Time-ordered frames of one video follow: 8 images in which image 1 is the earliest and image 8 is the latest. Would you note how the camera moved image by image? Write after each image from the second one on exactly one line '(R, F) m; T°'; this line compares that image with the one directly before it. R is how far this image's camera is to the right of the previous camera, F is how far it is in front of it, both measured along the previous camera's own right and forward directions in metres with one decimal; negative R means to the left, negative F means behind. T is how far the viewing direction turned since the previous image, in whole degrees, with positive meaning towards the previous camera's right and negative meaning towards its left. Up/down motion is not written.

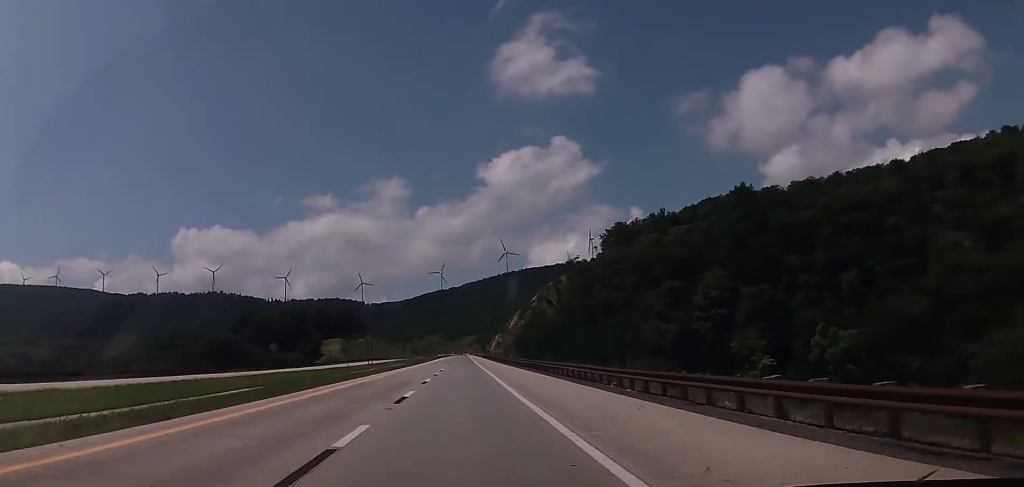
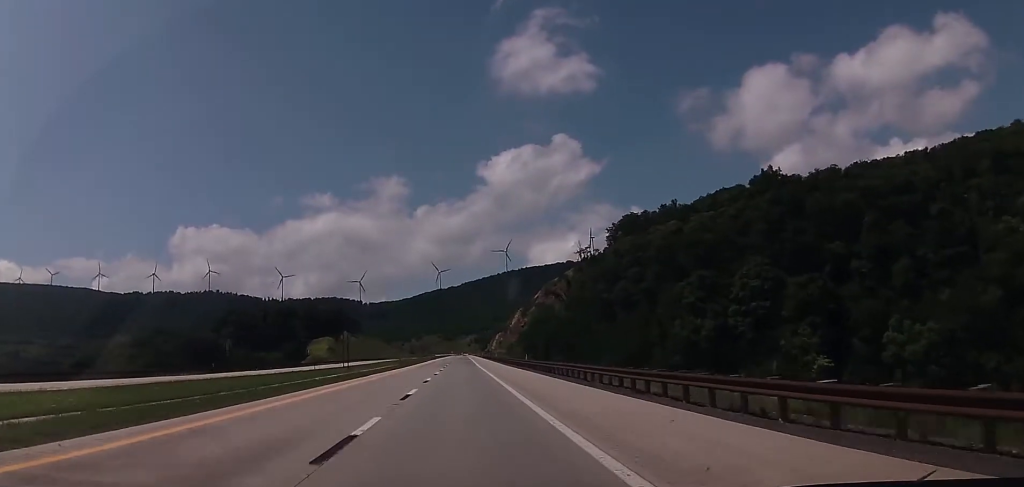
(+0.4, +22.9) m; +1°
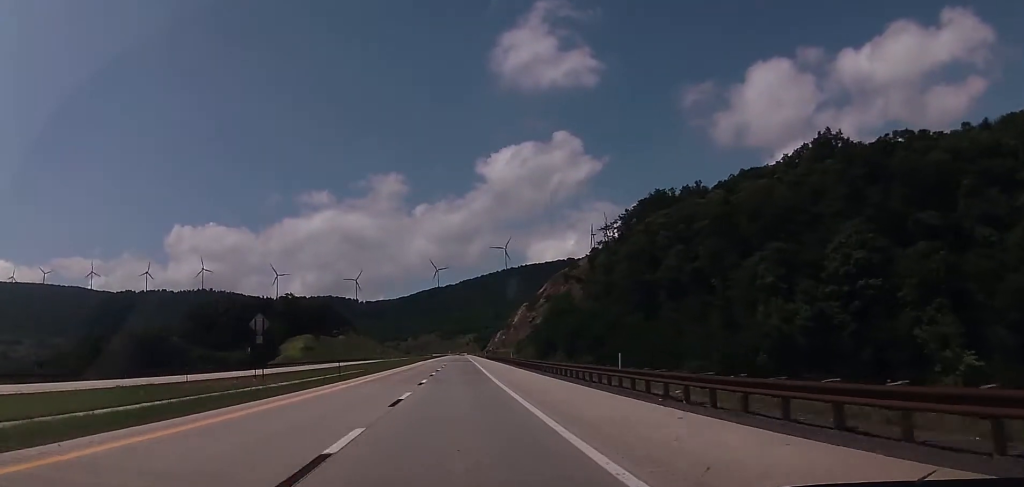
(+0.2, +38.2) m; -1°
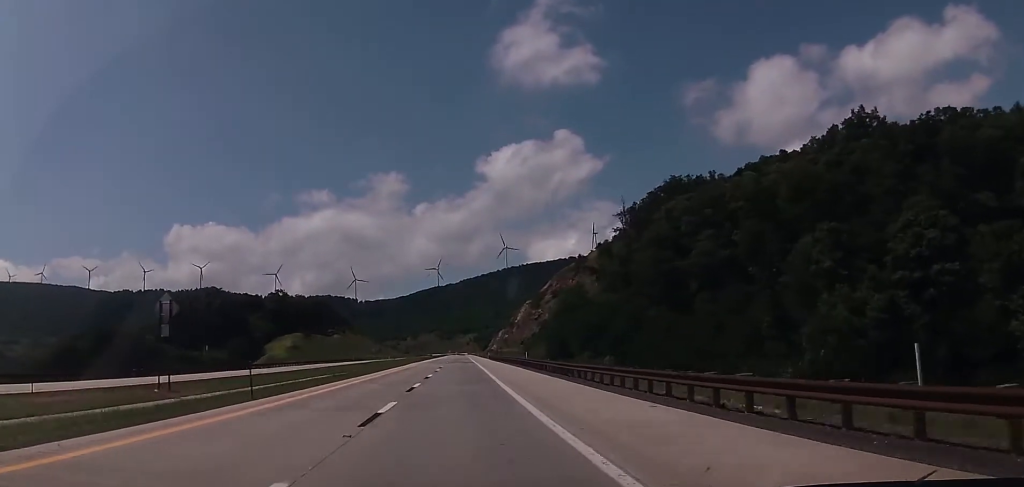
(-0.2, +17.5) m; 0°
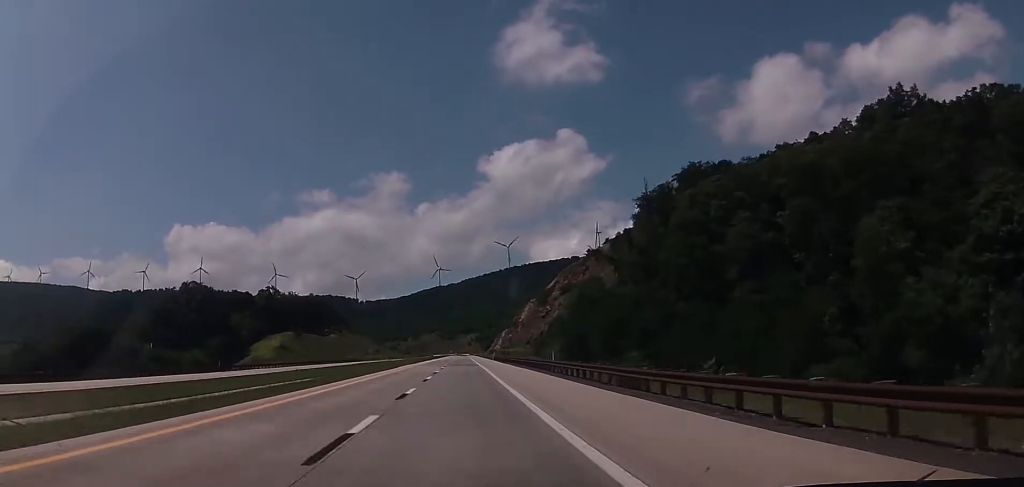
(-0.3, +16.3) m; 0°
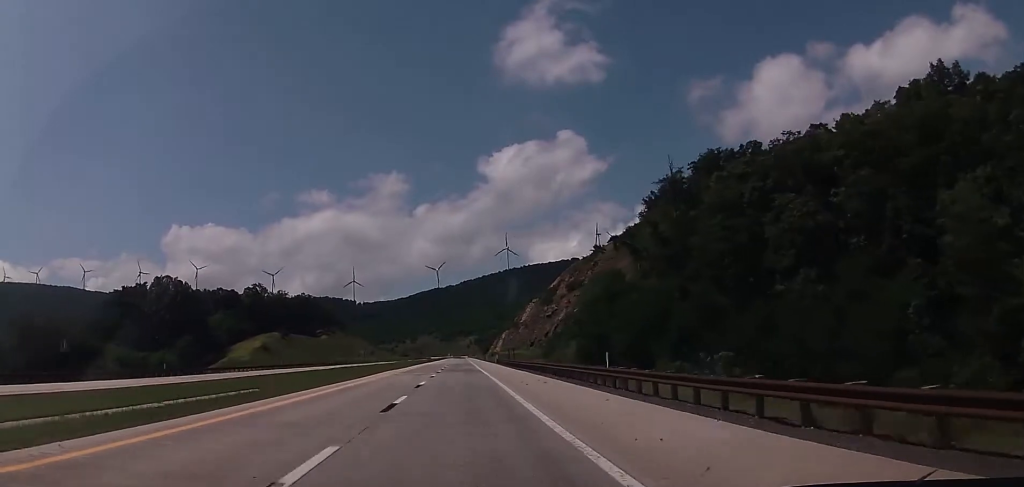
(+0.3, +16.3) m; 0°
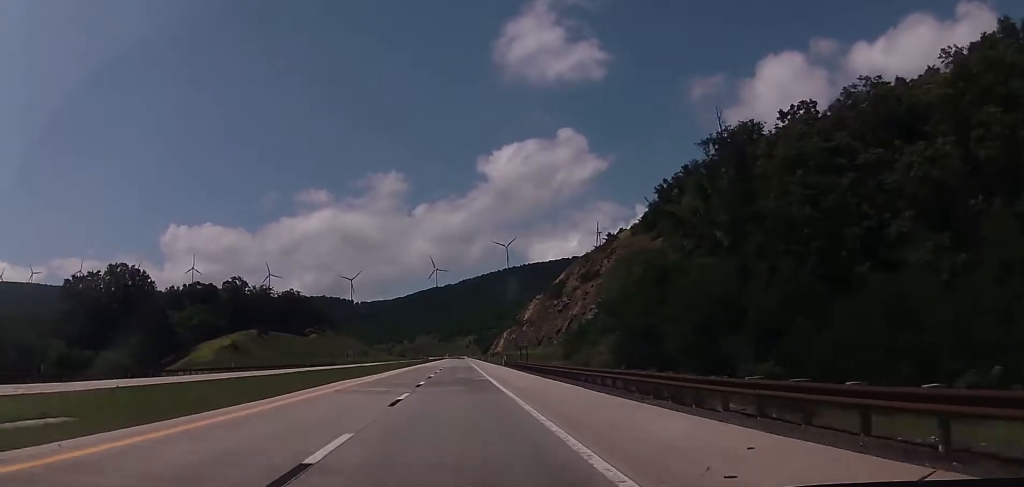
(+0.2, +22.9) m; 0°
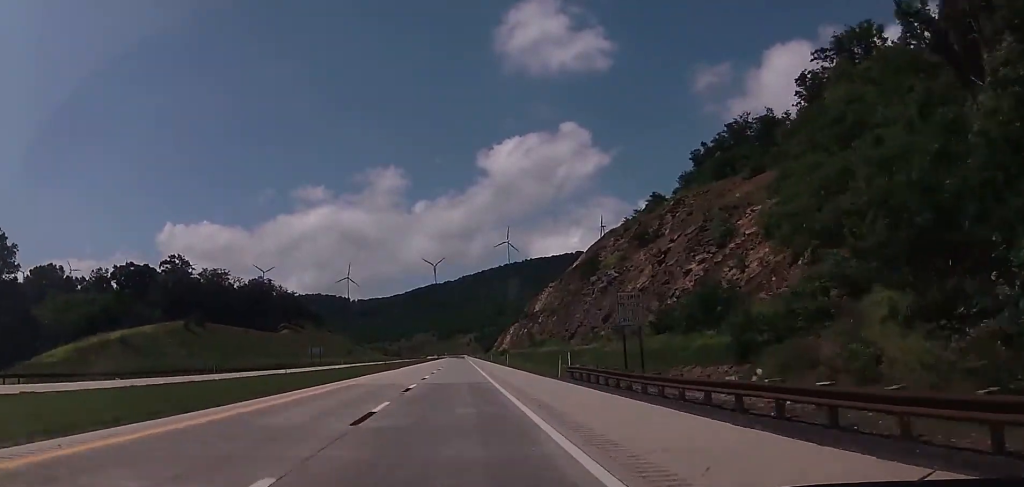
(-0.2, +52.4) m; 0°
